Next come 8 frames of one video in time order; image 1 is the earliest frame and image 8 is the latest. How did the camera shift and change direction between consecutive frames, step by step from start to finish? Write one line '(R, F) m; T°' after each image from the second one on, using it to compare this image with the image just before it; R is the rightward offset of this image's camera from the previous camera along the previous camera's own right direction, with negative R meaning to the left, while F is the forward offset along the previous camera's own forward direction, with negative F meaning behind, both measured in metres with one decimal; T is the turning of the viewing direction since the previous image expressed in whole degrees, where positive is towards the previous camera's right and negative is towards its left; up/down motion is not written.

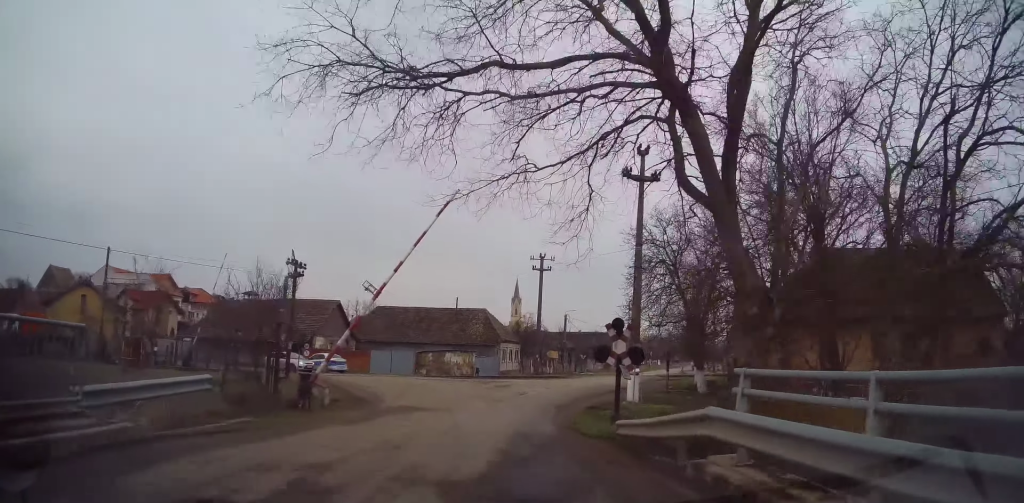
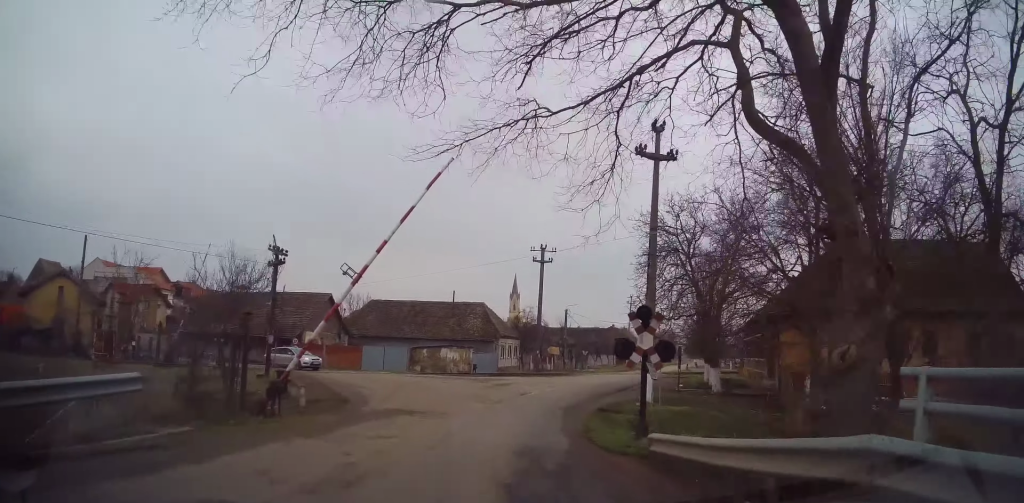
(+0.1, +3.0) m; 0°
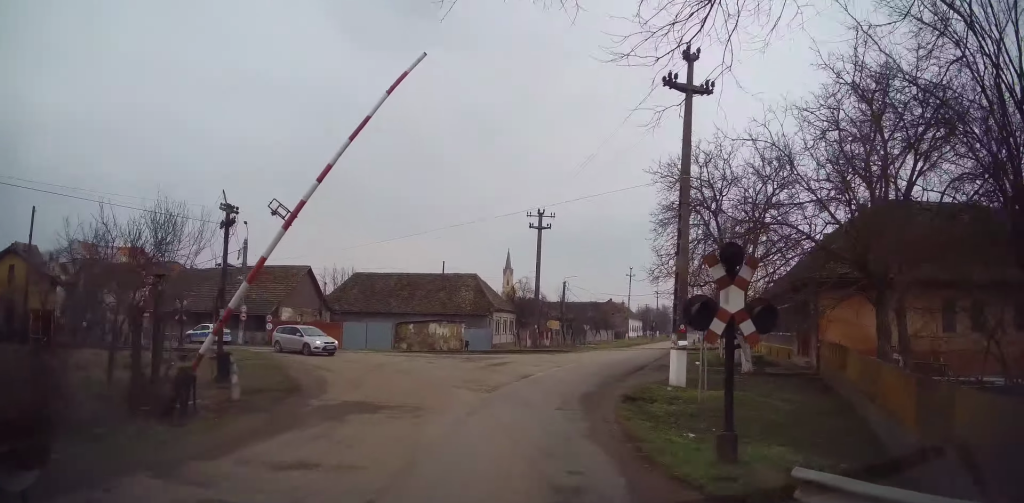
(-0.3, +5.4) m; -2°
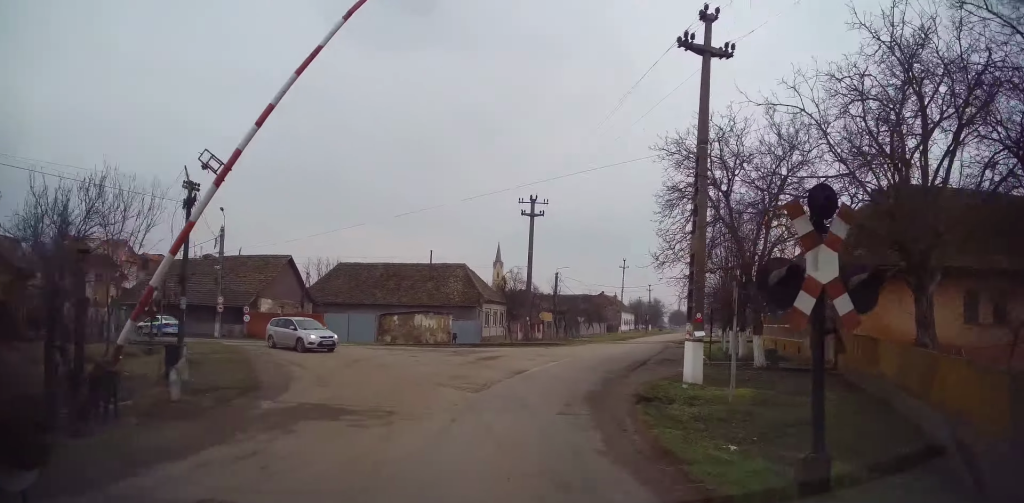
(-0.1, +2.6) m; +2°
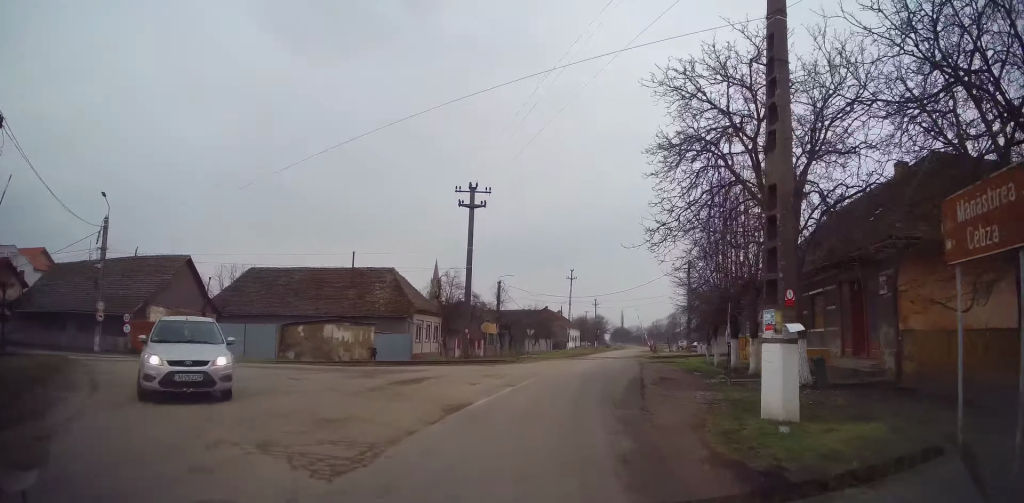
(+0.5, +7.3) m; +5°
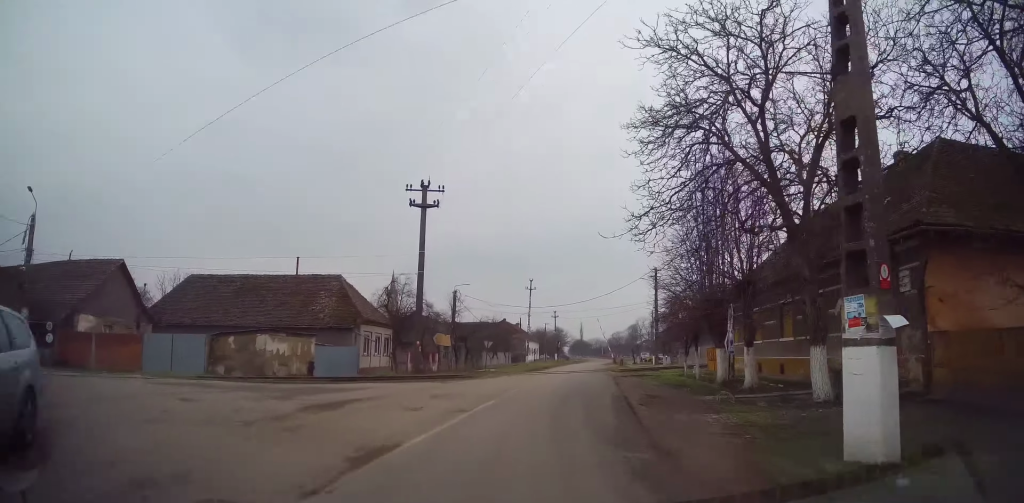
(0.0, +3.0) m; +1°
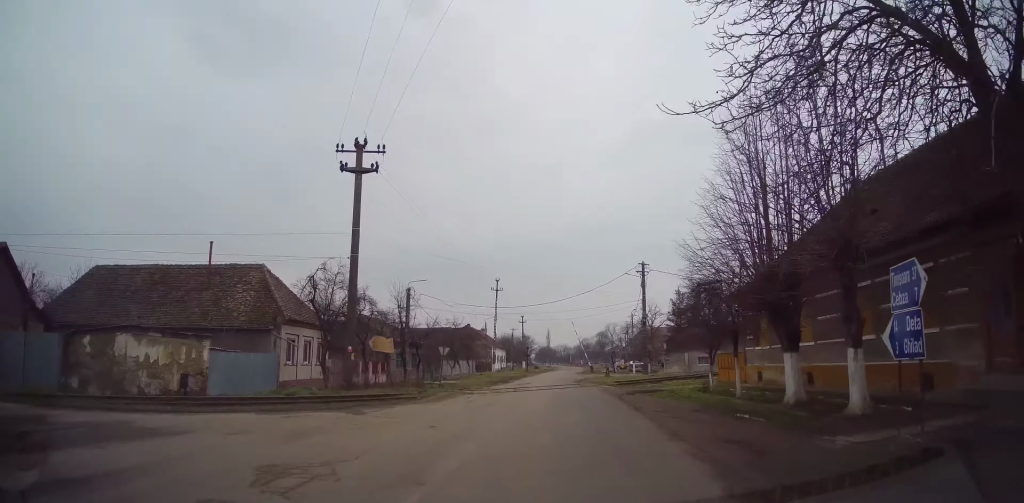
(+1.0, +8.0) m; +12°
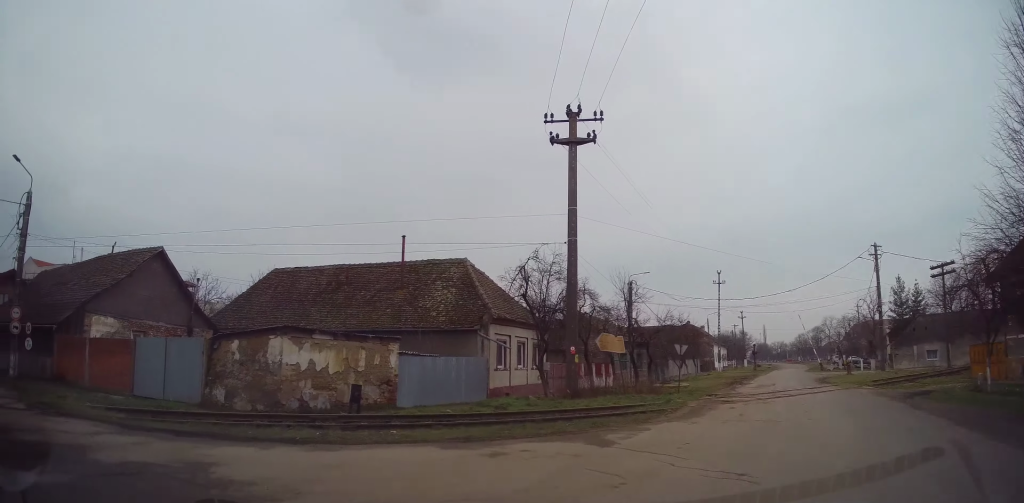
(-0.5, +4.8) m; -20°
